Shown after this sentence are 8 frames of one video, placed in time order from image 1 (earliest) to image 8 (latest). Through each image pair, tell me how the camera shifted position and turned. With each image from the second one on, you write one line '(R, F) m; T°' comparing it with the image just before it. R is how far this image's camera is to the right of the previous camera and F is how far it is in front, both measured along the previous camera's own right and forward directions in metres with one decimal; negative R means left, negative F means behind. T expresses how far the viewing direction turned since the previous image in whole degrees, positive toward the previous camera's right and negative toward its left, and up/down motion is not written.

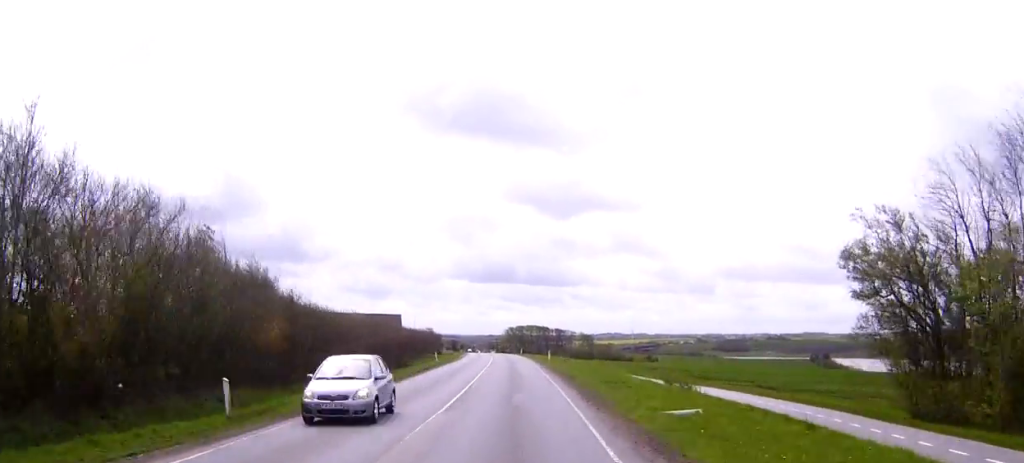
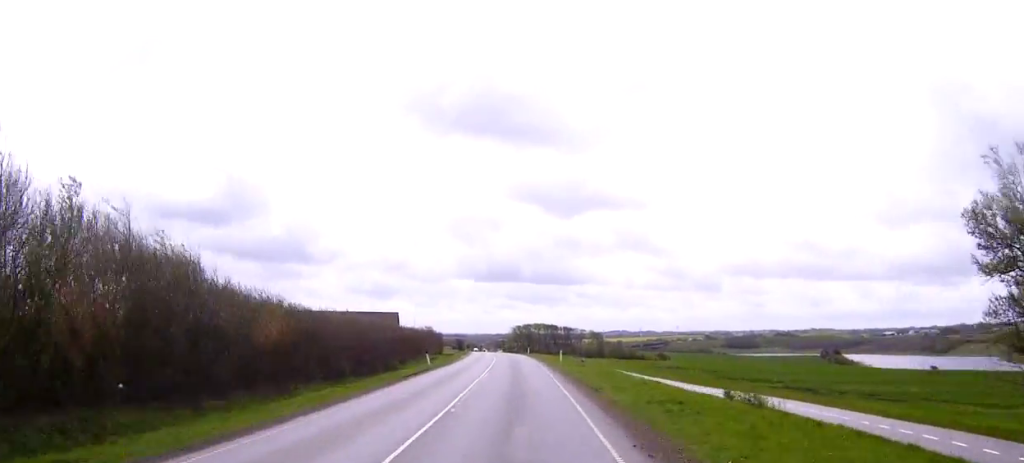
(-0.1, +9.9) m; -1°
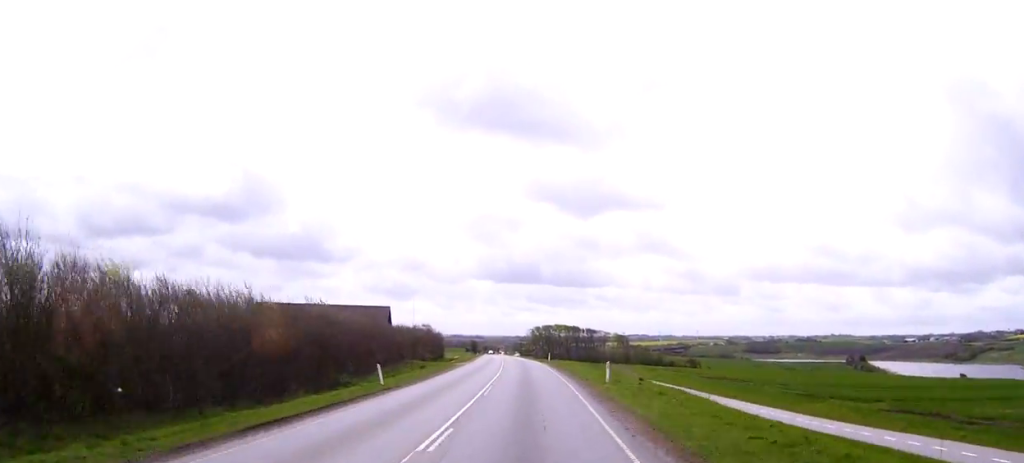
(-0.4, +23.6) m; -2°
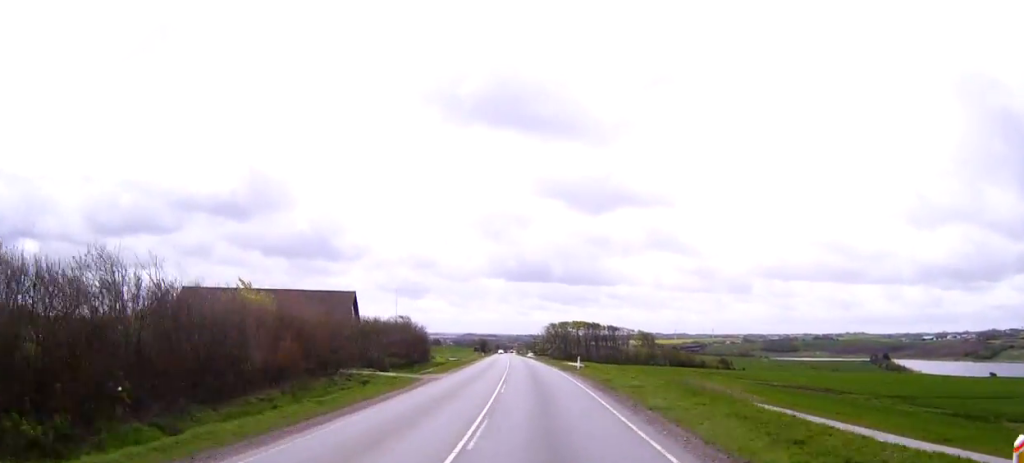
(-0.5, +28.2) m; -2°
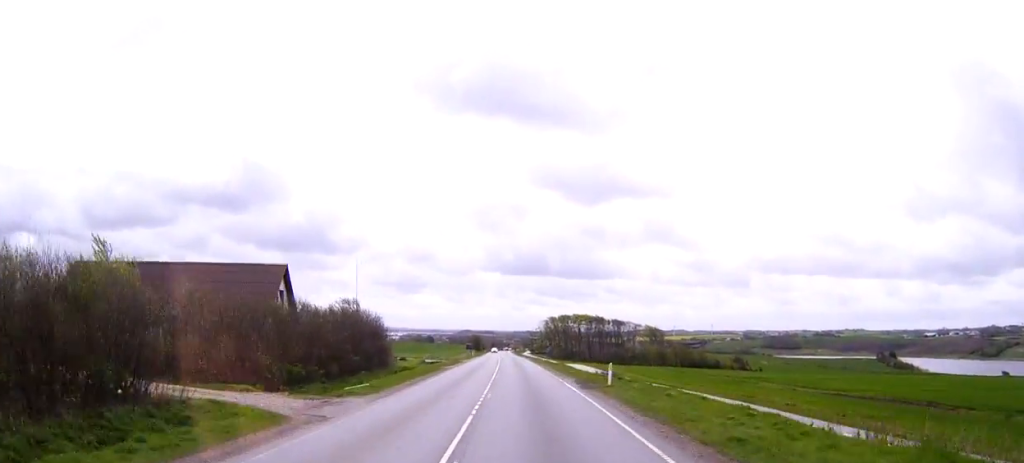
(-0.2, +21.7) m; 0°
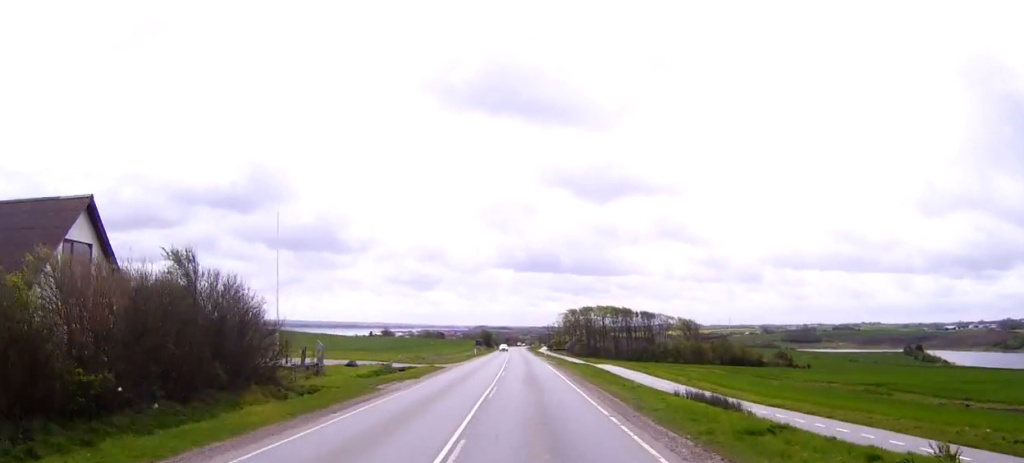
(+0.2, +28.5) m; 0°
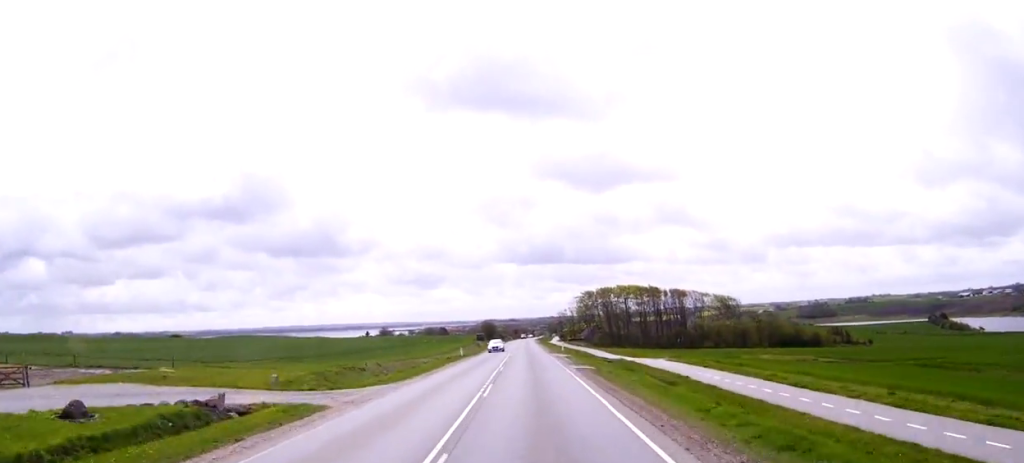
(-0.2, +32.4) m; 0°
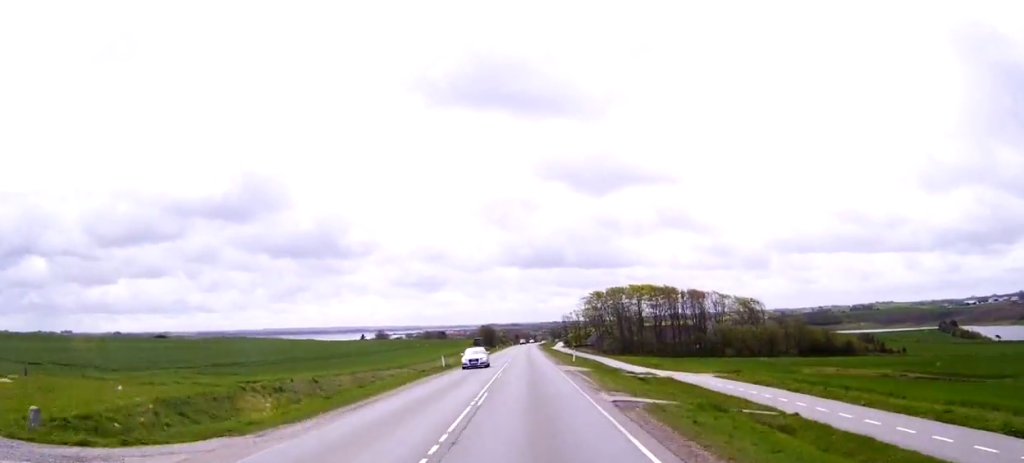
(0.0, +16.3) m; 0°
